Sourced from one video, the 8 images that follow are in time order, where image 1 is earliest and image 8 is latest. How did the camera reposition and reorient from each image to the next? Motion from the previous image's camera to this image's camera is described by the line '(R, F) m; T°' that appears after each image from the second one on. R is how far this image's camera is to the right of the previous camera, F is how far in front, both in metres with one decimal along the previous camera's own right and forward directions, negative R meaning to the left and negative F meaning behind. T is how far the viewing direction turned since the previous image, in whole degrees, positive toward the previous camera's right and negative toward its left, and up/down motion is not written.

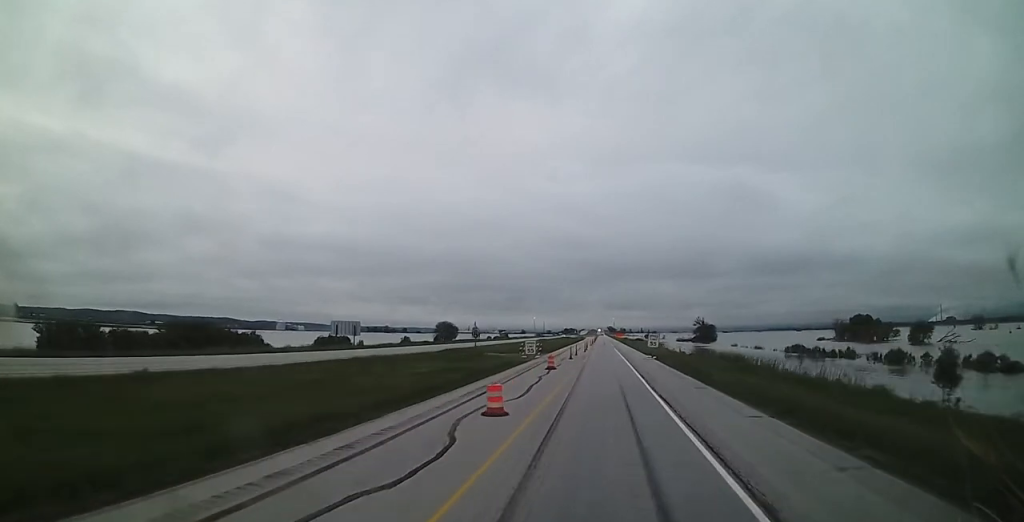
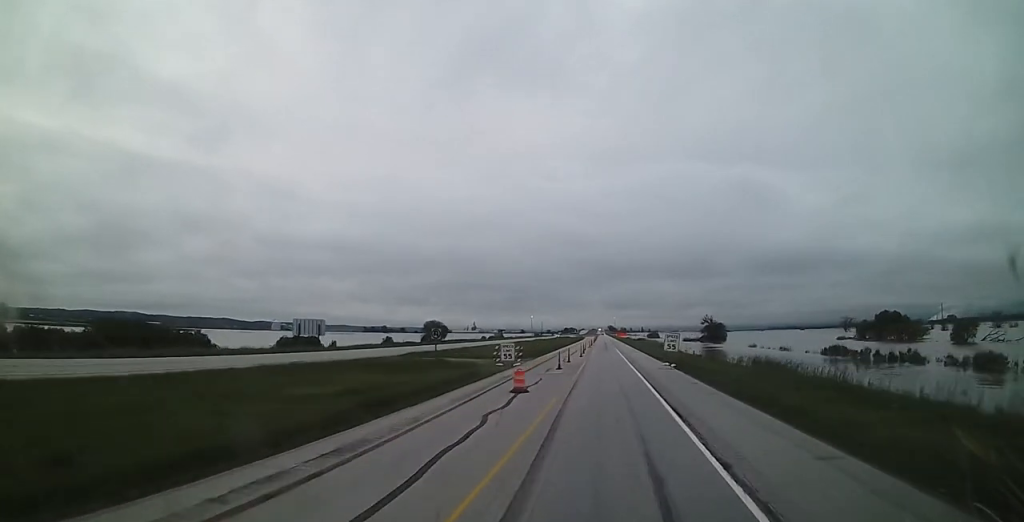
(-0.1, +15.5) m; -1°
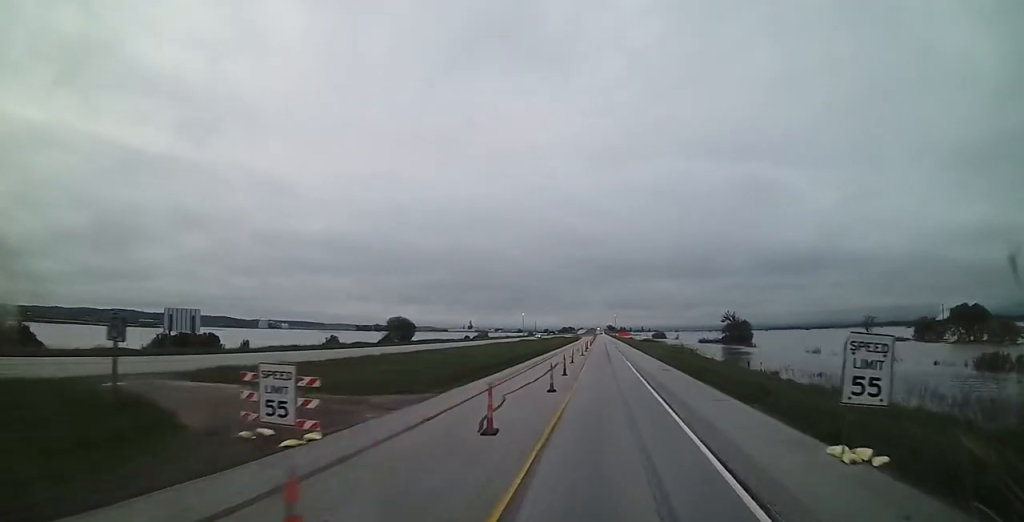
(-0.1, +34.3) m; +1°
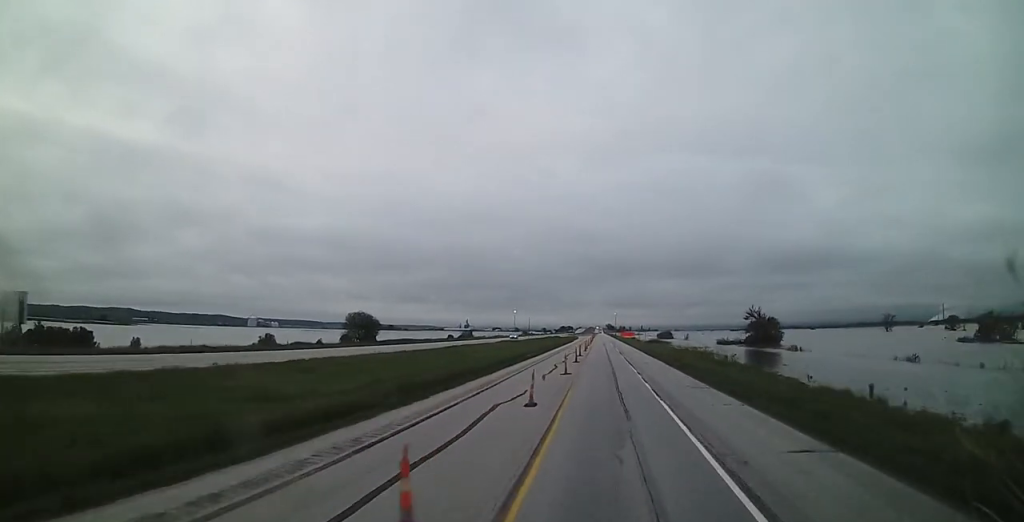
(+0.5, +27.0) m; -1°
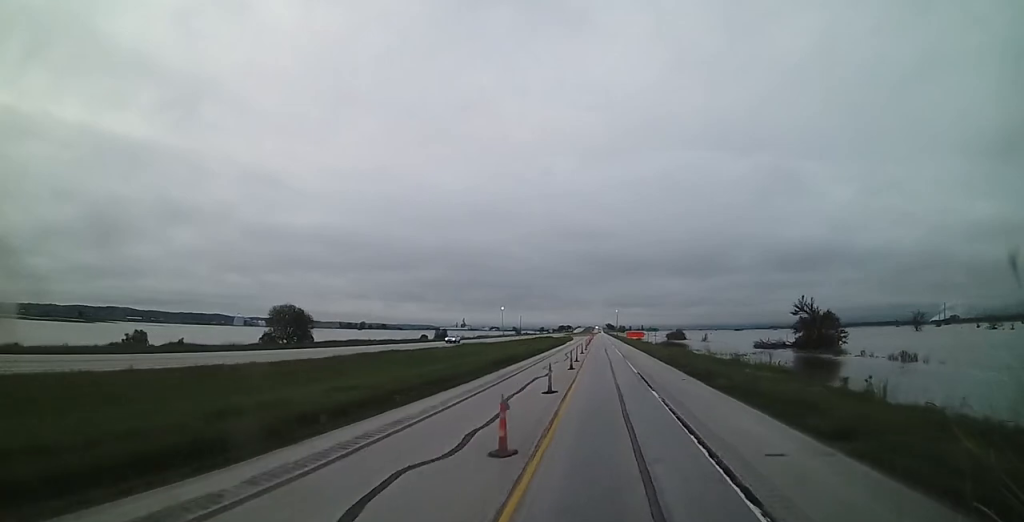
(-0.9, +34.3) m; -1°
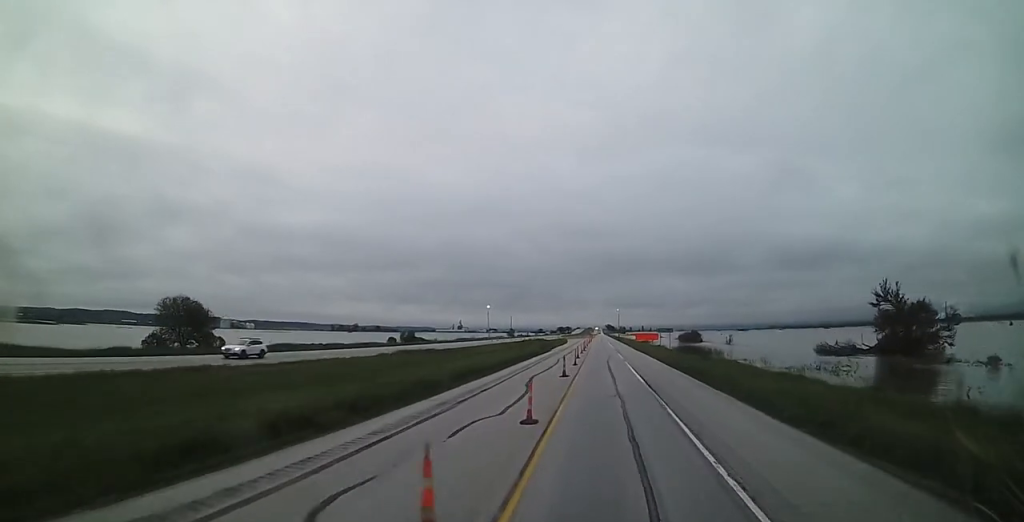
(+0.4, +31.1) m; +2°
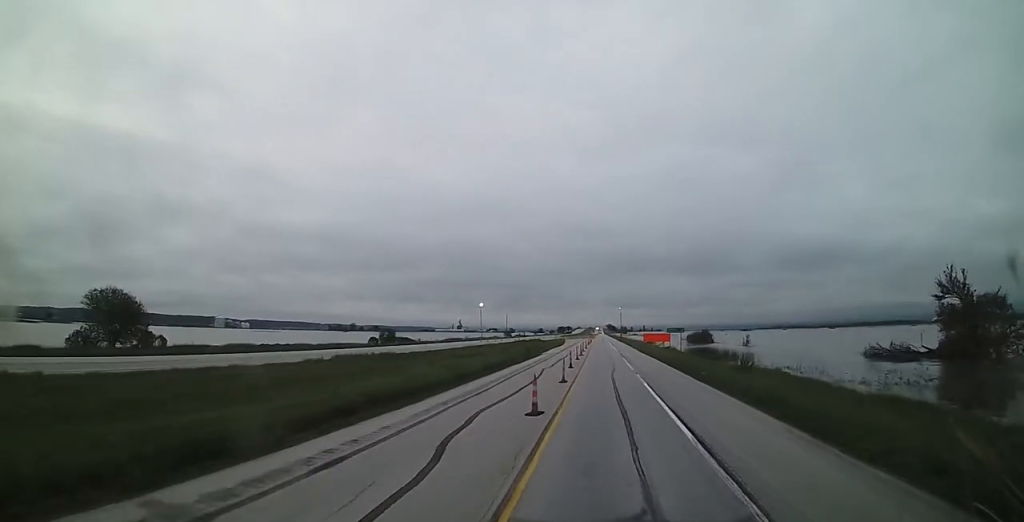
(+0.2, +14.7) m; 0°
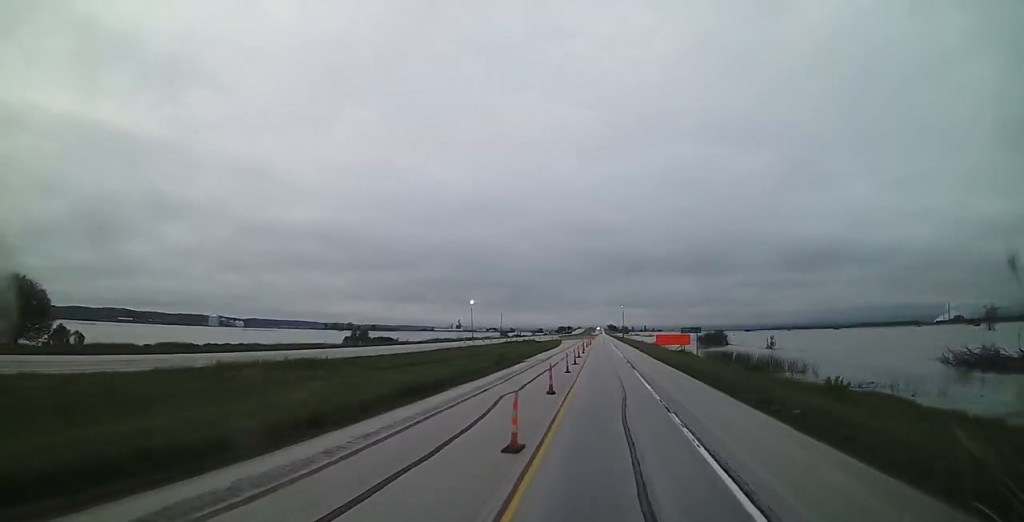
(+0.1, +16.4) m; 0°
